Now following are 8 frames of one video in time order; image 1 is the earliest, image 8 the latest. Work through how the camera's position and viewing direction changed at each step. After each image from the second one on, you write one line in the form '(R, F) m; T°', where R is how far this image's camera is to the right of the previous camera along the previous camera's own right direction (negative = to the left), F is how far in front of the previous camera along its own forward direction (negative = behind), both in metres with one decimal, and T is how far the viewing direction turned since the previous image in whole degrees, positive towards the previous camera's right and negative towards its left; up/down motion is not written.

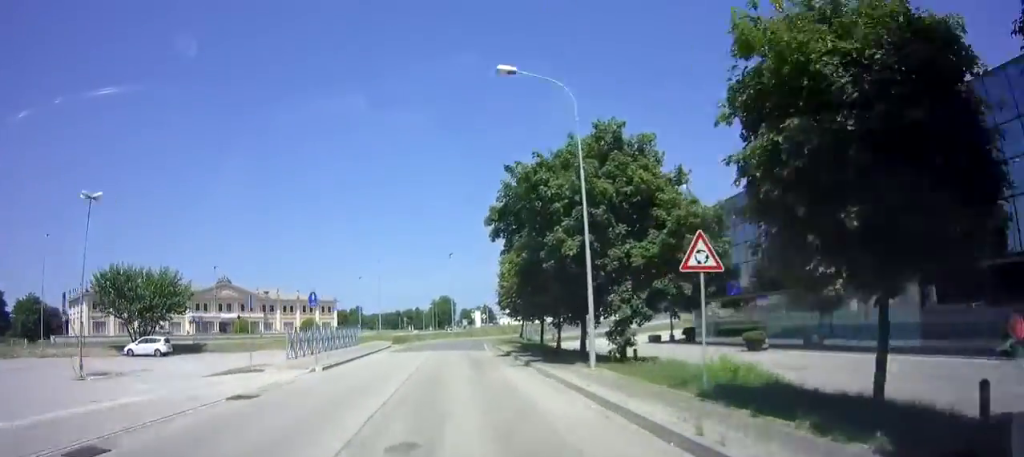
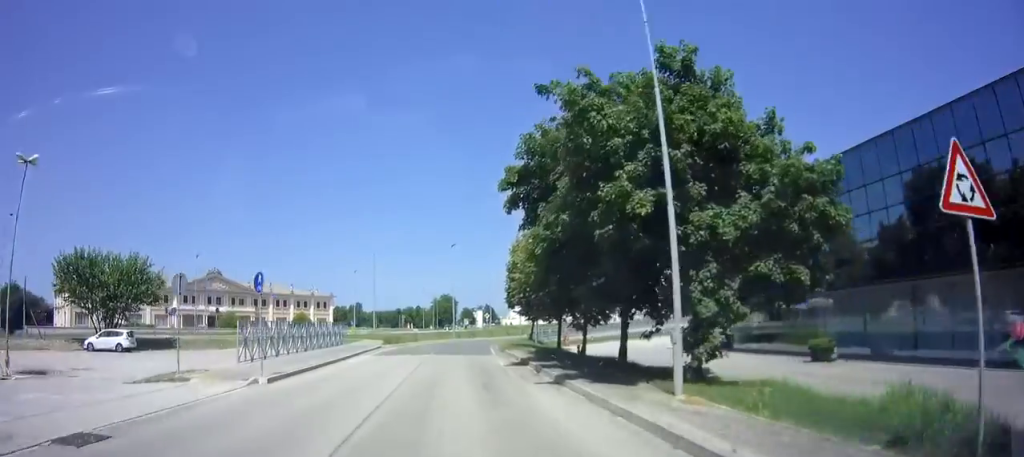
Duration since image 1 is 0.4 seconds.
(-0.1, +5.6) m; 0°
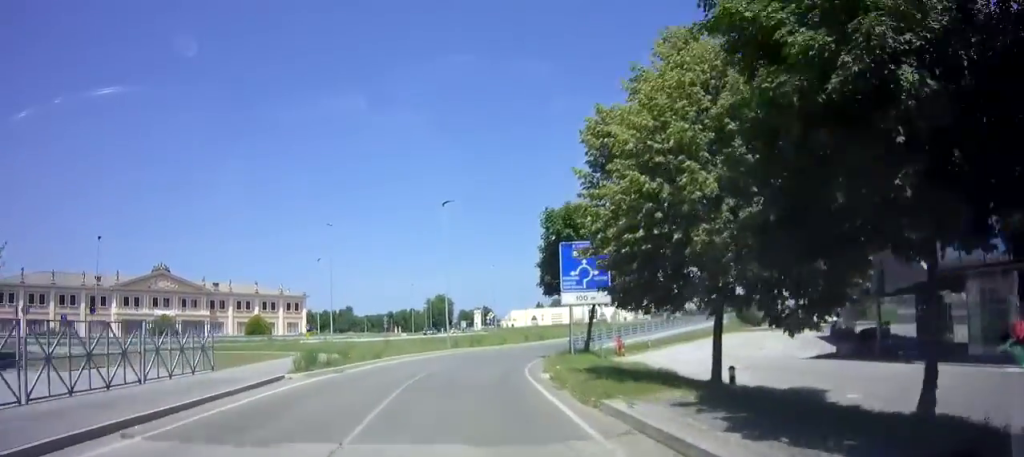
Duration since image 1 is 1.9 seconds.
(+0.2, +18.9) m; +2°
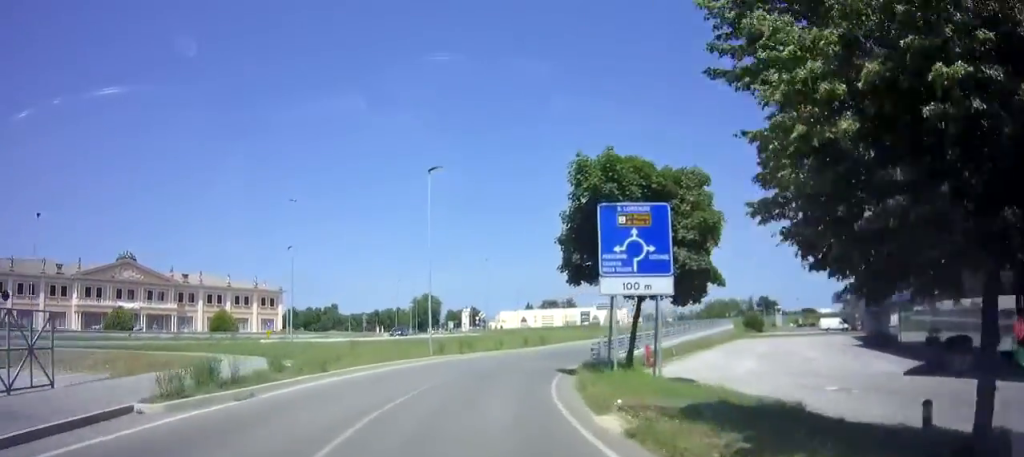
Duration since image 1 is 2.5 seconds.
(-0.2, +7.2) m; +7°
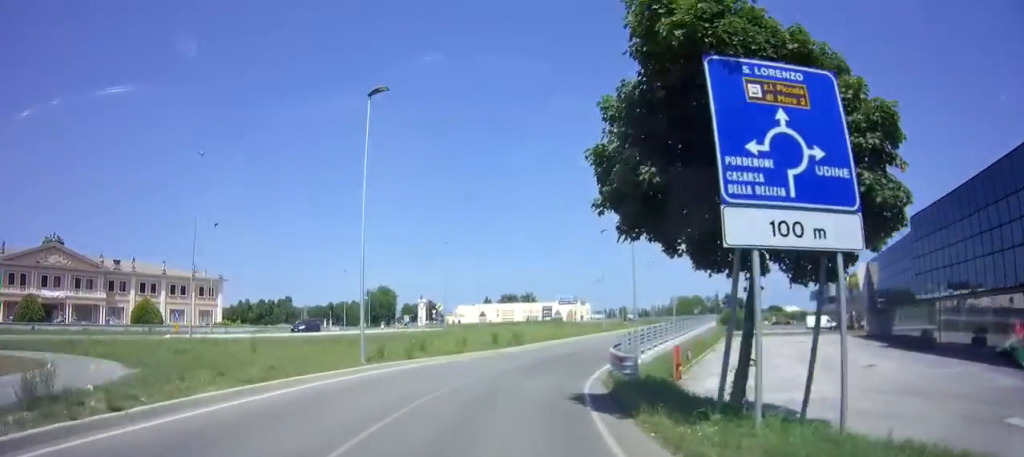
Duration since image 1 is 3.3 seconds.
(+1.0, +8.6) m; +10°
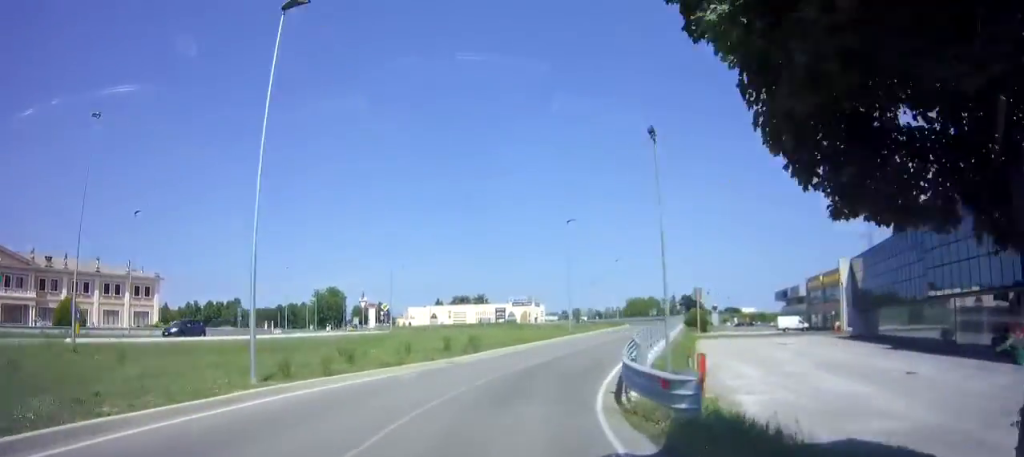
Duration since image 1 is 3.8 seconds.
(+0.7, +5.6) m; +7°
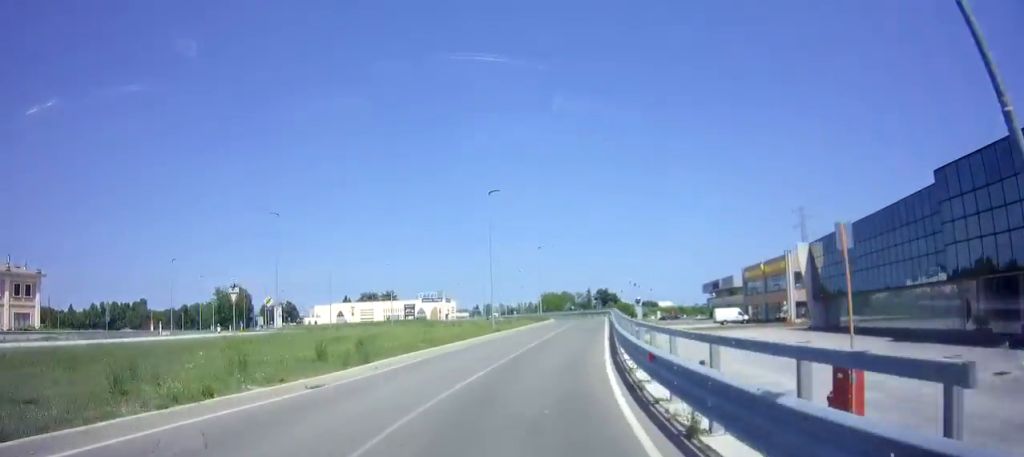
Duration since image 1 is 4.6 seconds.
(+0.2, +8.7) m; +1°
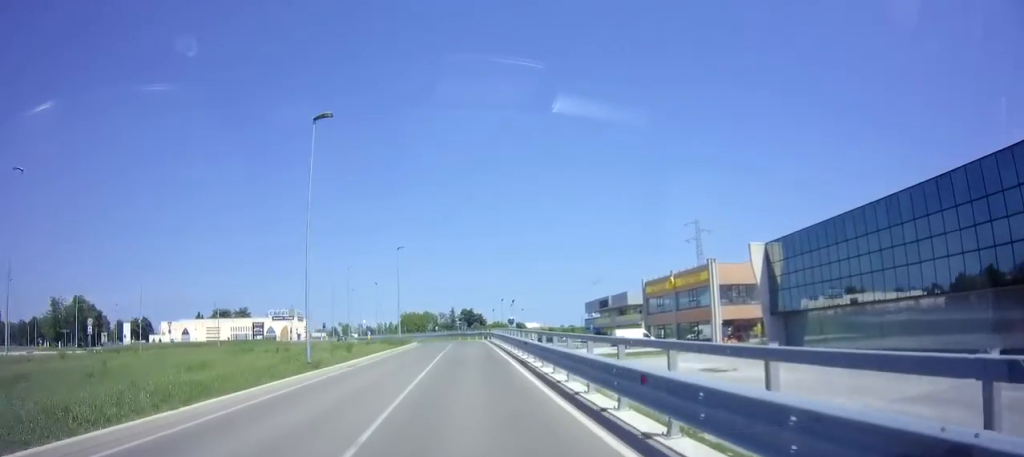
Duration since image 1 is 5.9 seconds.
(+0.1, +15.6) m; 0°
